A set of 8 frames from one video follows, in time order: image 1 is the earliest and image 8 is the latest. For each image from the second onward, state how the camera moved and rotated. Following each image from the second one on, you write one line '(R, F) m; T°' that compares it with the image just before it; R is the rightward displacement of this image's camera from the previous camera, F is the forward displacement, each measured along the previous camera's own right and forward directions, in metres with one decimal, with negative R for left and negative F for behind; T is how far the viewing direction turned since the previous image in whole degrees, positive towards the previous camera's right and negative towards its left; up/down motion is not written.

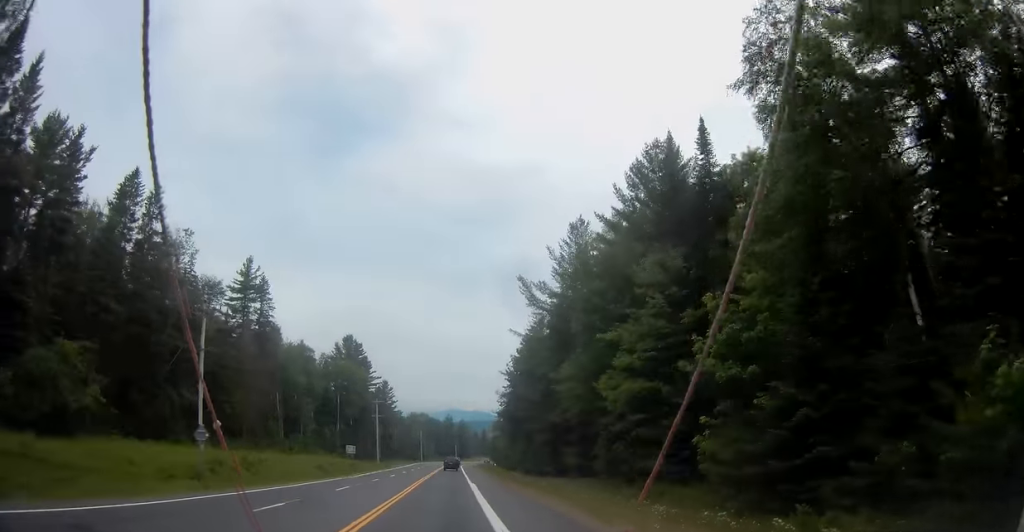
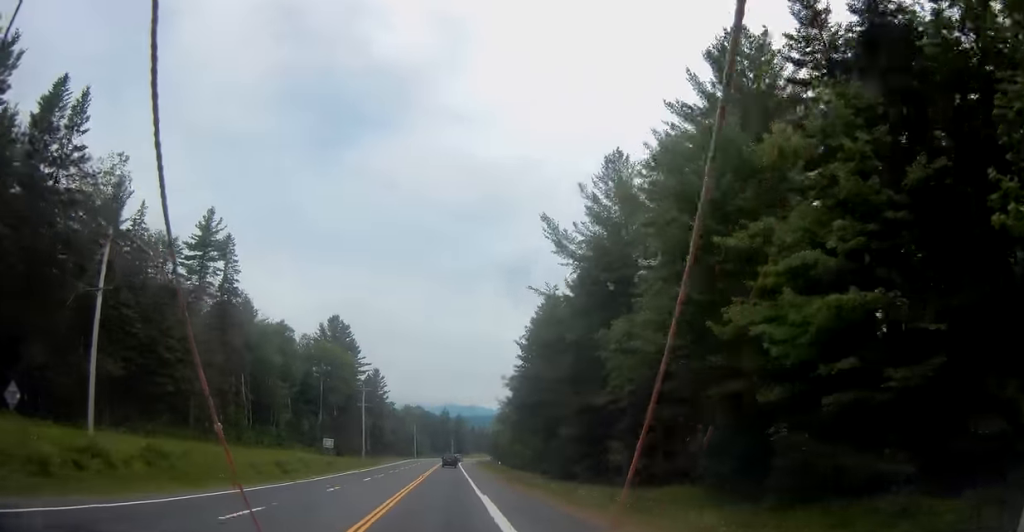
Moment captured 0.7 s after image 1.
(+0.2, +16.1) m; +1°
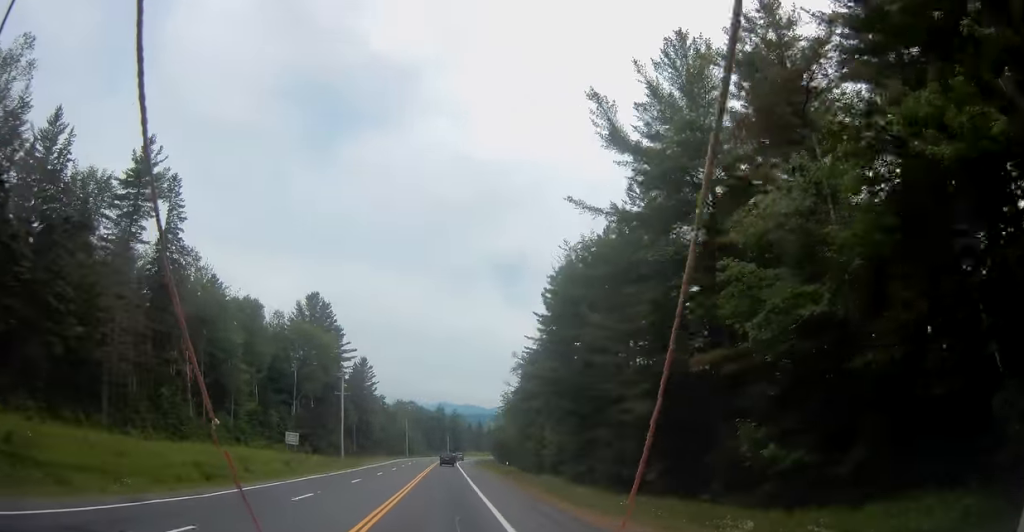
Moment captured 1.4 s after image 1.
(+0.1, +17.6) m; +1°
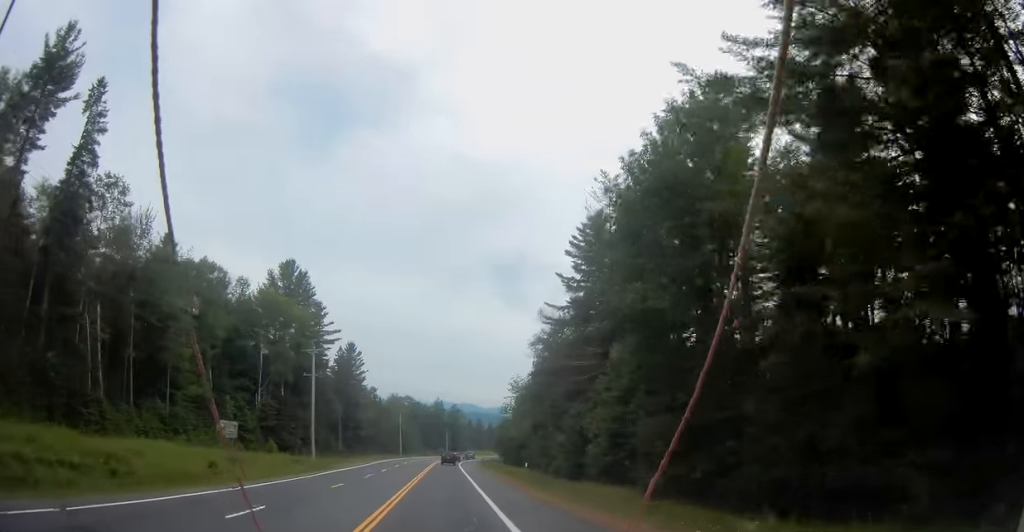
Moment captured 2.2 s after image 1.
(+0.1, +19.2) m; +1°
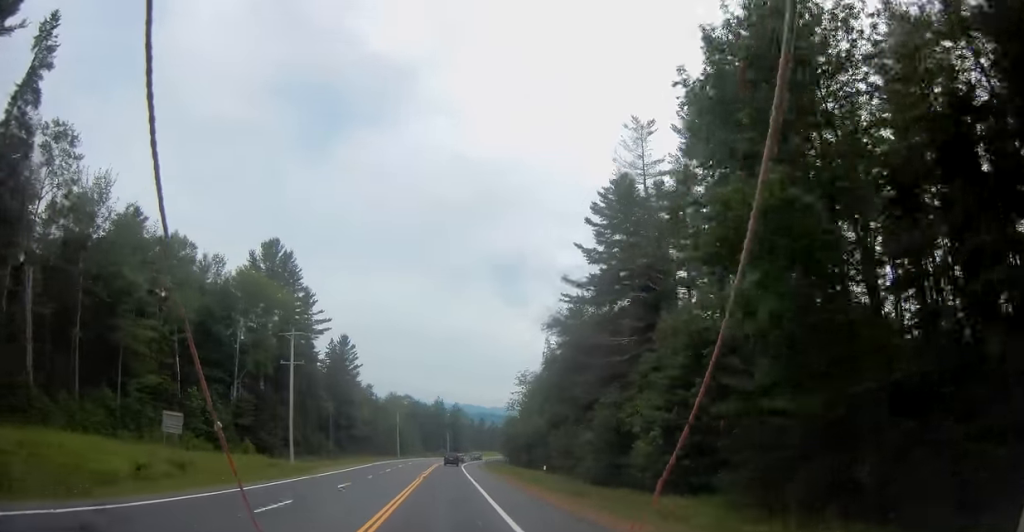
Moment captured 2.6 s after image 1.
(+0.2, +10.3) m; 0°
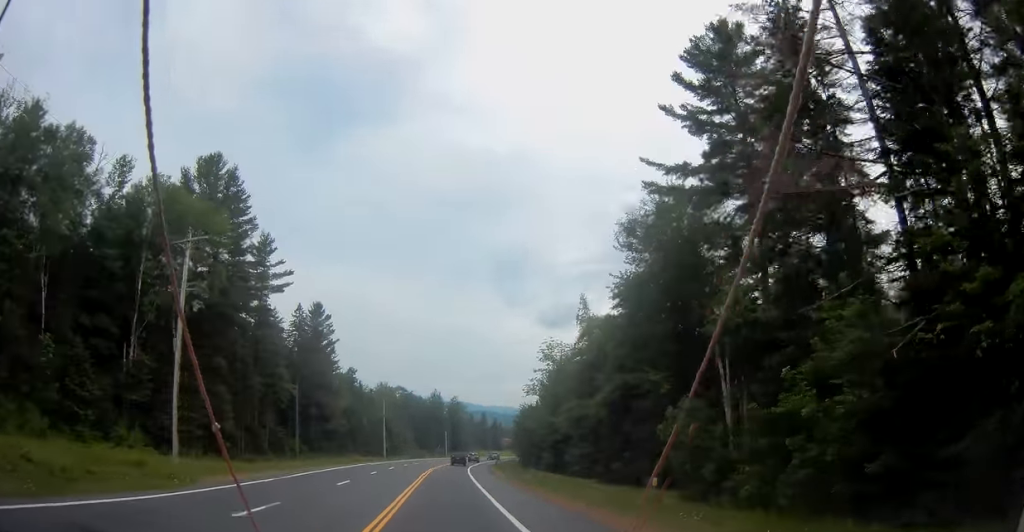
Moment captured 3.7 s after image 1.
(-0.2, +26.0) m; 0°
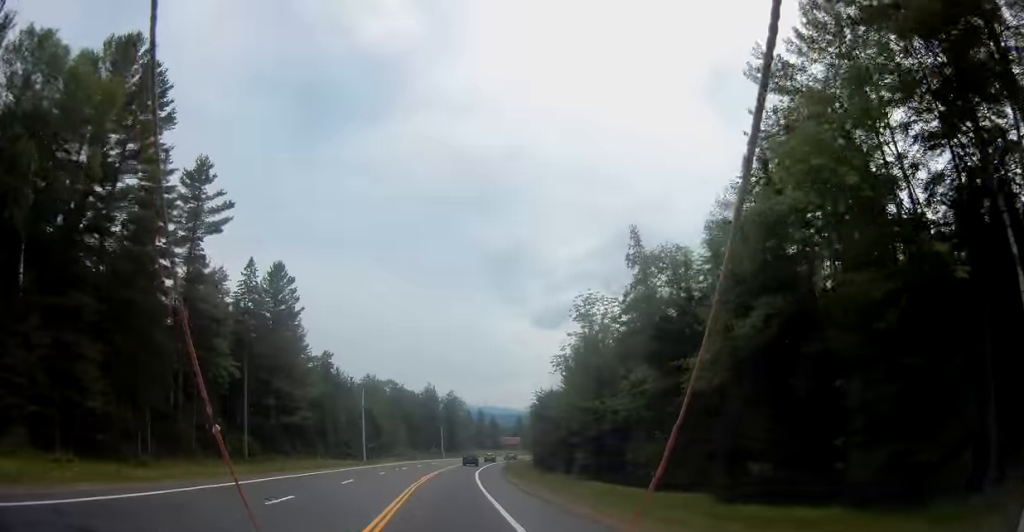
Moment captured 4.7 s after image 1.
(+0.2, +21.9) m; +1°
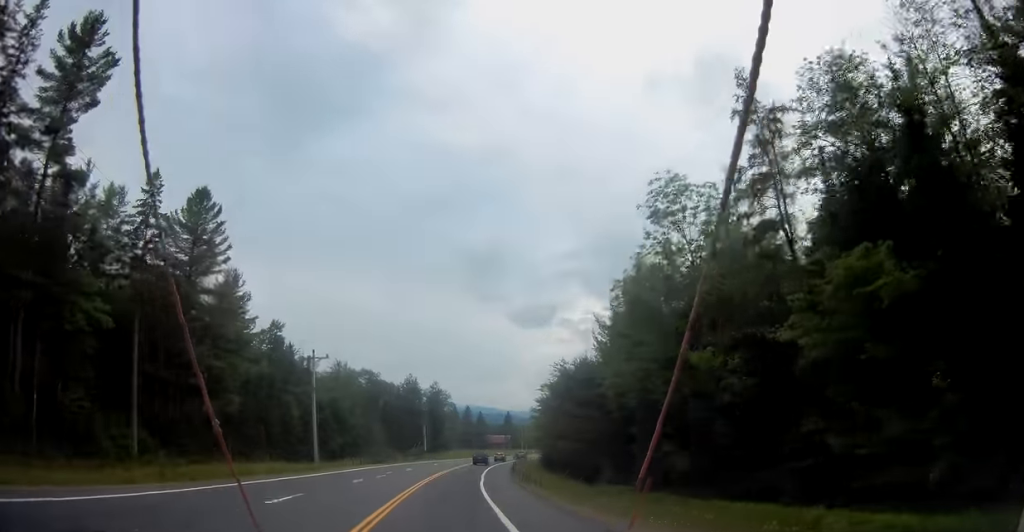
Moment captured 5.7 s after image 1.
(+0.2, +23.5) m; +1°
